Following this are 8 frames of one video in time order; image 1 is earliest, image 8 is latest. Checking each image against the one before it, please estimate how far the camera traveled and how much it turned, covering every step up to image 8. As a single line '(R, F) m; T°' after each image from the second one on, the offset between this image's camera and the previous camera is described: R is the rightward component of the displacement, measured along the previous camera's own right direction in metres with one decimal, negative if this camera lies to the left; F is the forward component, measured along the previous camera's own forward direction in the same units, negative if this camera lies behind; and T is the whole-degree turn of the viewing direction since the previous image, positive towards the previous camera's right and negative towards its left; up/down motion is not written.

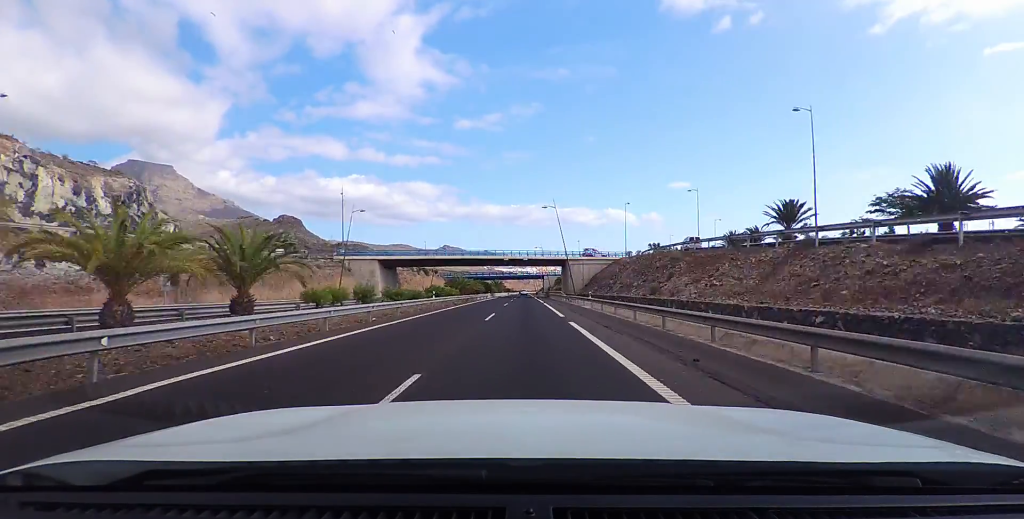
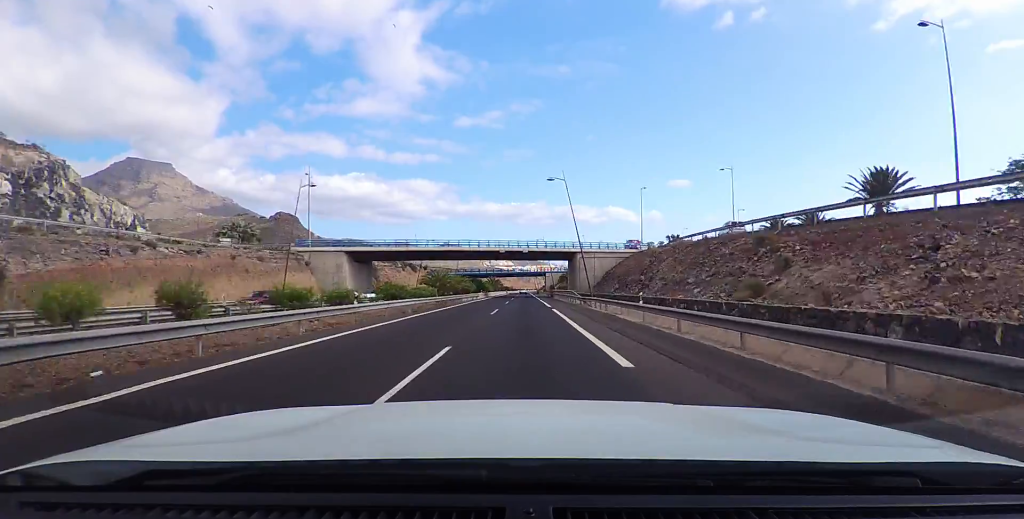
(-0.1, +13.5) m; 0°
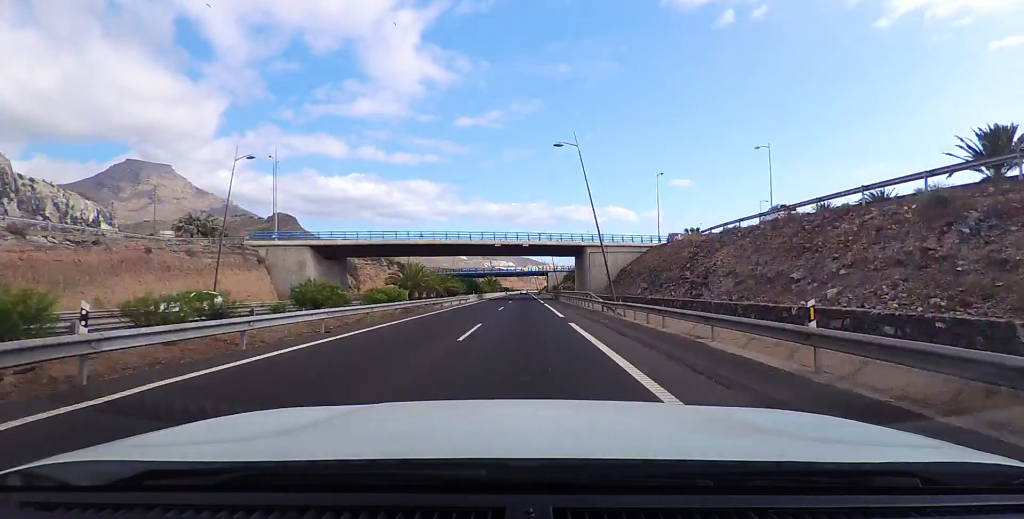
(+0.1, +10.5) m; 0°
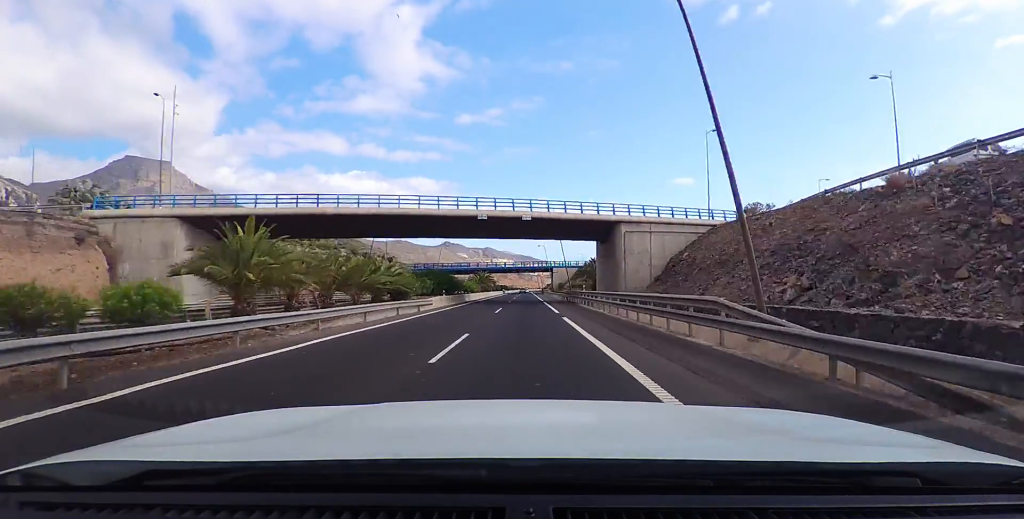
(0.0, +20.3) m; 0°
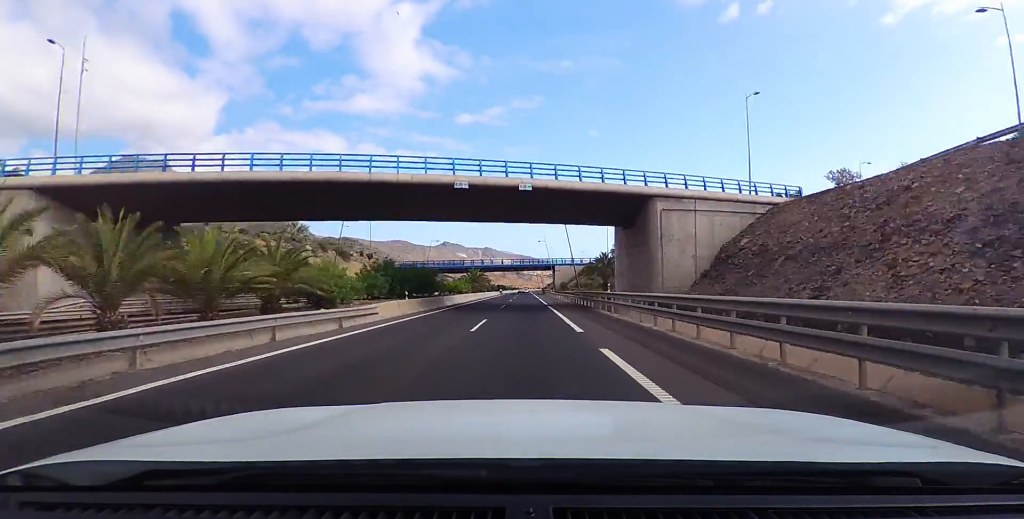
(-0.2, +10.6) m; 0°
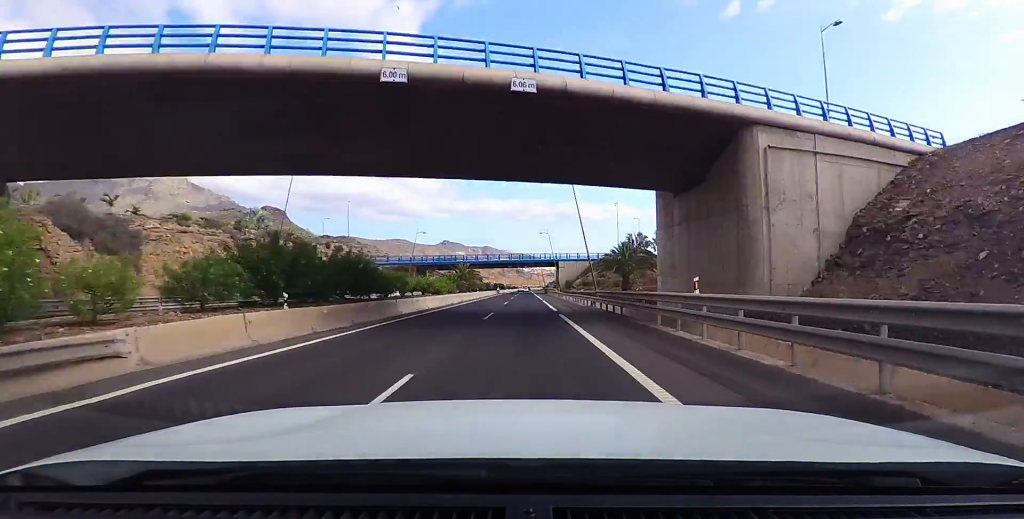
(0.0, +12.3) m; 0°
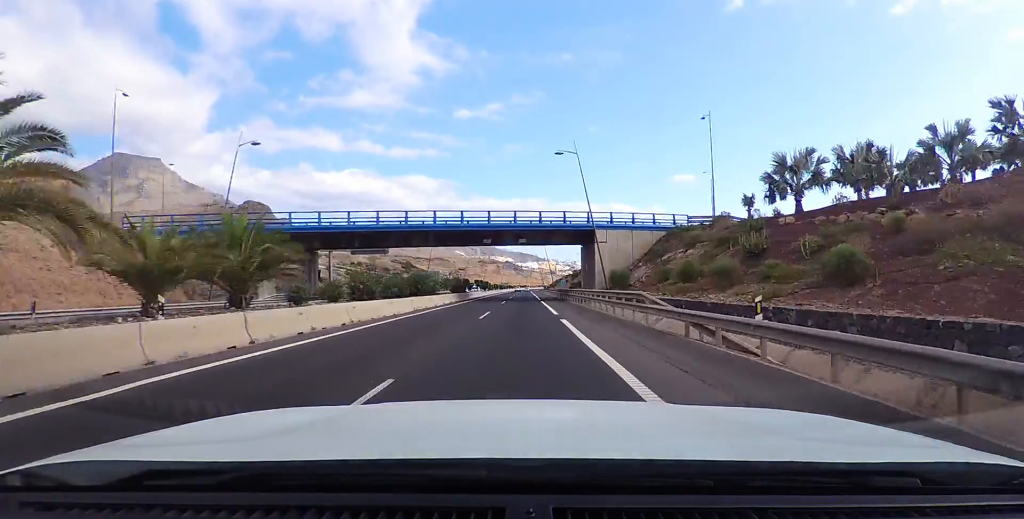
(+0.6, +51.0) m; 0°
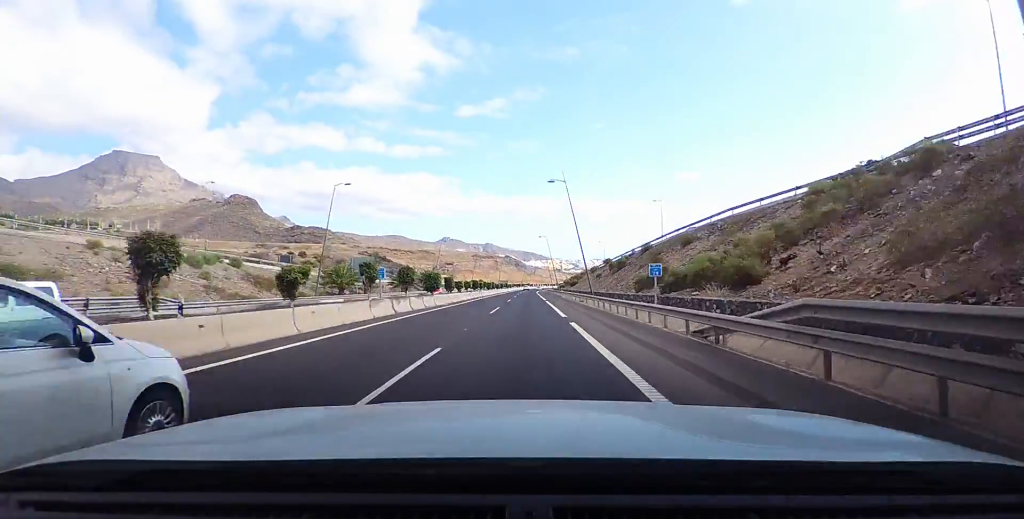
(+0.5, +50.6) m; +2°
